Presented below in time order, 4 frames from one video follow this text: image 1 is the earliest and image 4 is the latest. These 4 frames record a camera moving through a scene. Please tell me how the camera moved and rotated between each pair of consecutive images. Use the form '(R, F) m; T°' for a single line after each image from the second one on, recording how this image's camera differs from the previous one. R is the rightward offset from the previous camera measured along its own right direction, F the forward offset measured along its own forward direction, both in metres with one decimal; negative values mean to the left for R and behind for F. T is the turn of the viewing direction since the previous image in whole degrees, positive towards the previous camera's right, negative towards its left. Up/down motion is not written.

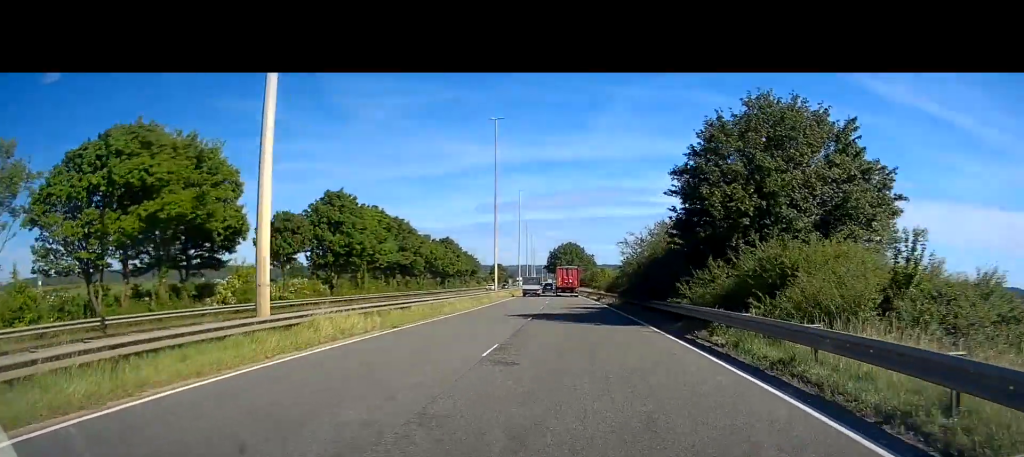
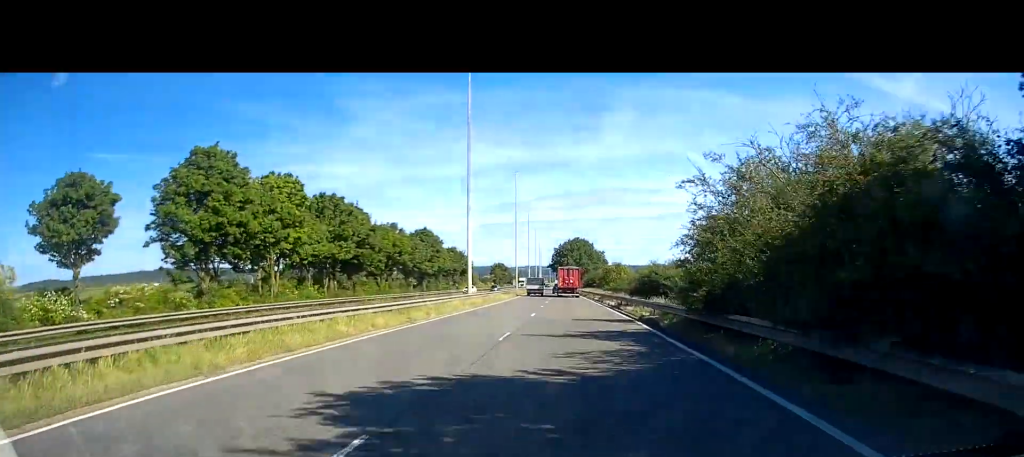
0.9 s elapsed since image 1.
(-0.2, +21.3) m; -1°
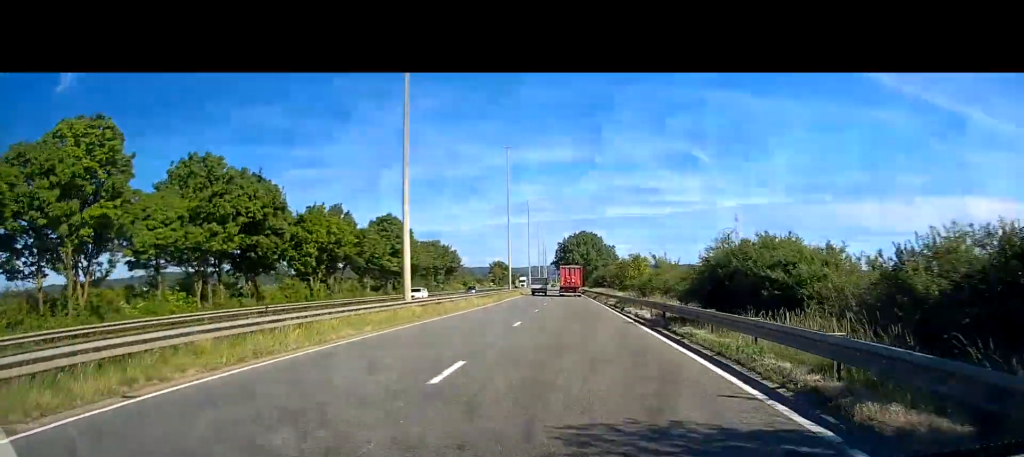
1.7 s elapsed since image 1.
(-0.1, +19.7) m; 0°
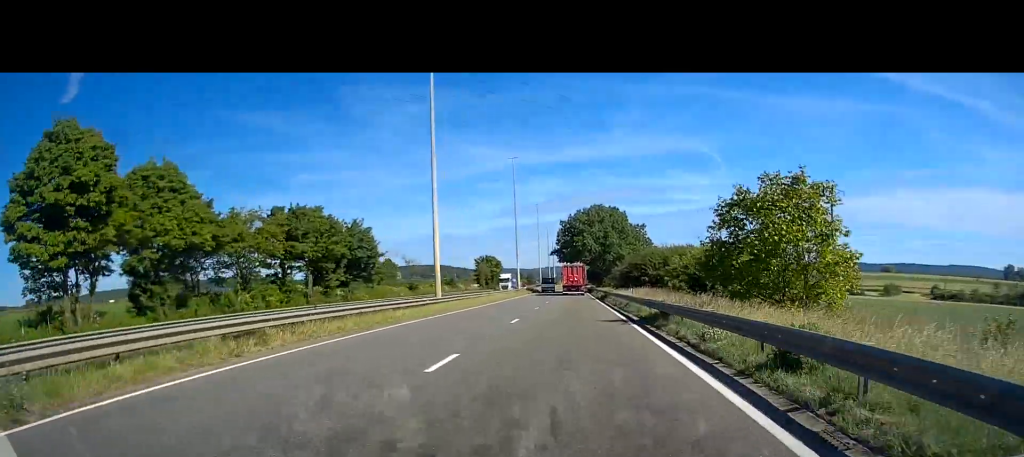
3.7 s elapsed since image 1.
(-0.2, +49.3) m; -1°
